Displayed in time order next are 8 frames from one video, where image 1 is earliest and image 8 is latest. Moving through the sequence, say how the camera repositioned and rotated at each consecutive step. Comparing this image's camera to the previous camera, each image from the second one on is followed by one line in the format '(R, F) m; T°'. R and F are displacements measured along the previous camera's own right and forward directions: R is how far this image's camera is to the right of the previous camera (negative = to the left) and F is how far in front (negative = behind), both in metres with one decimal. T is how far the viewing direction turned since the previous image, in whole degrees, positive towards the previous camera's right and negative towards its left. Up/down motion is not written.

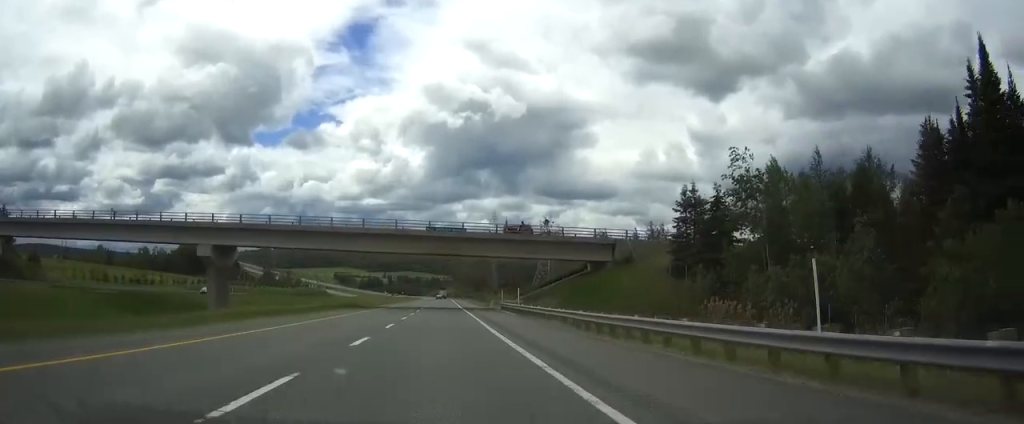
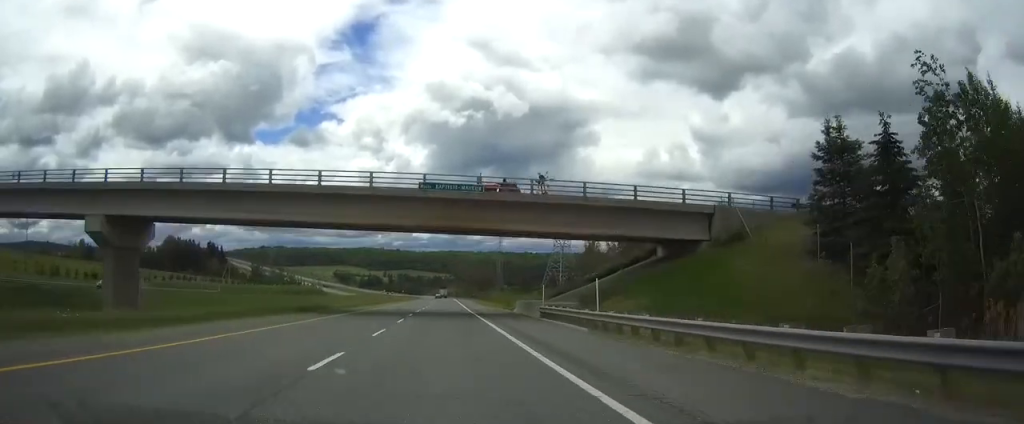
(0.0, +23.7) m; 0°
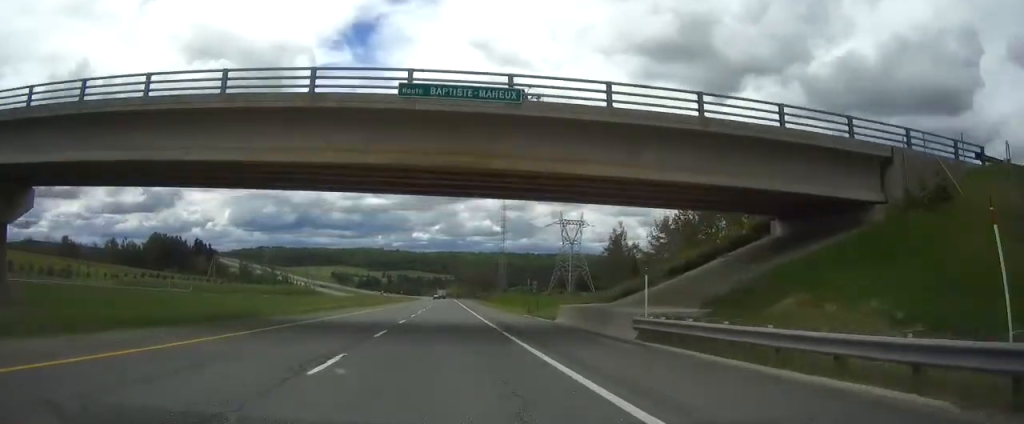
(-0.1, +18.4) m; 0°
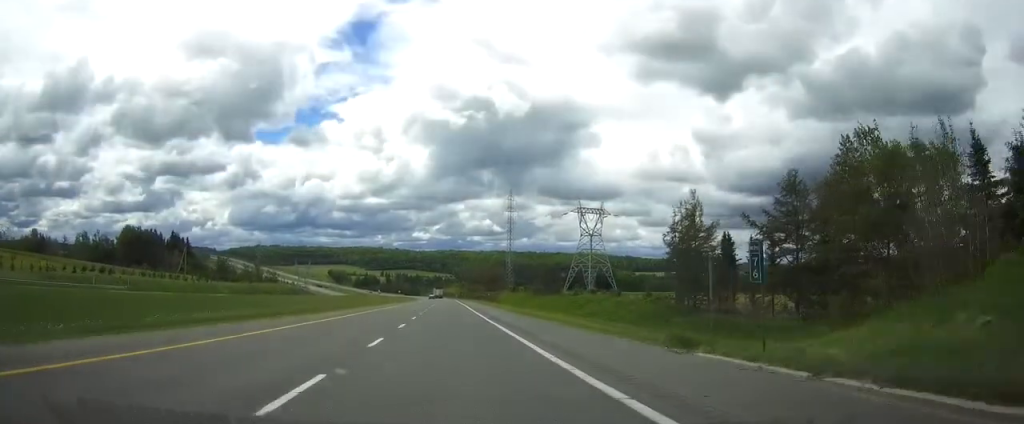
(-0.1, +30.5) m; 0°
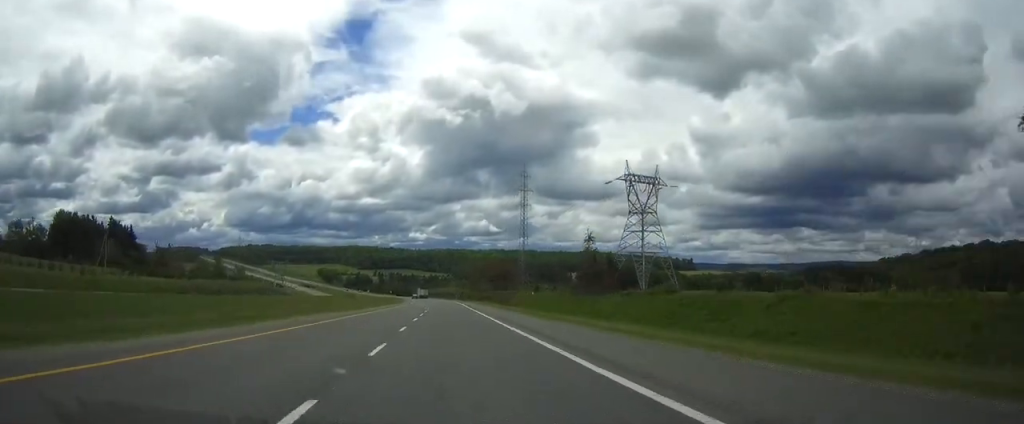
(+0.2, +56.6) m; +1°
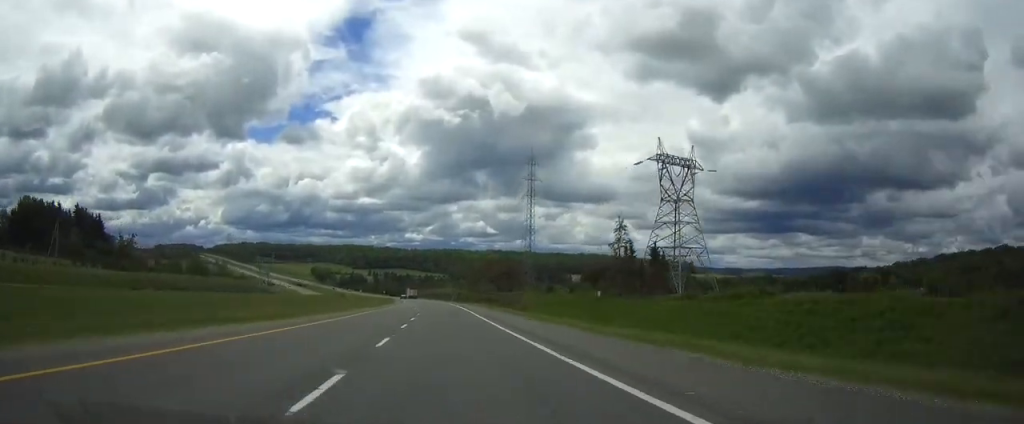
(+0.1, +24.3) m; 0°
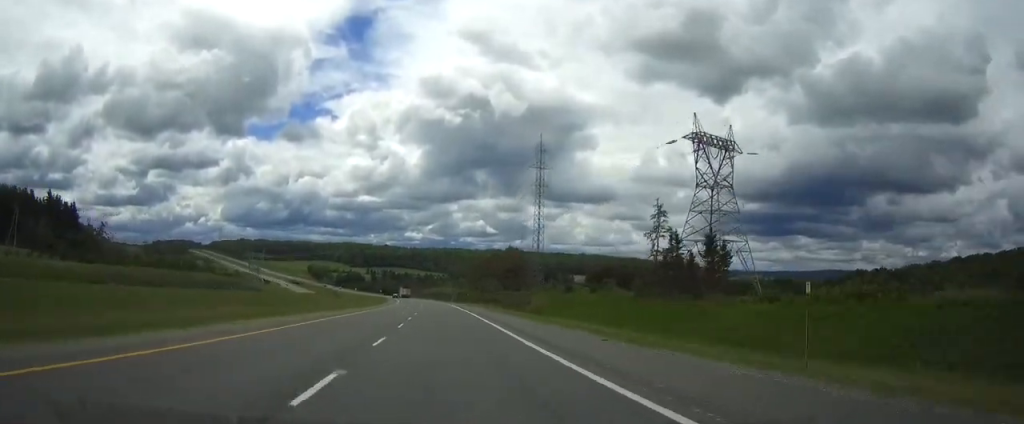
(+0.1, +18.2) m; 0°
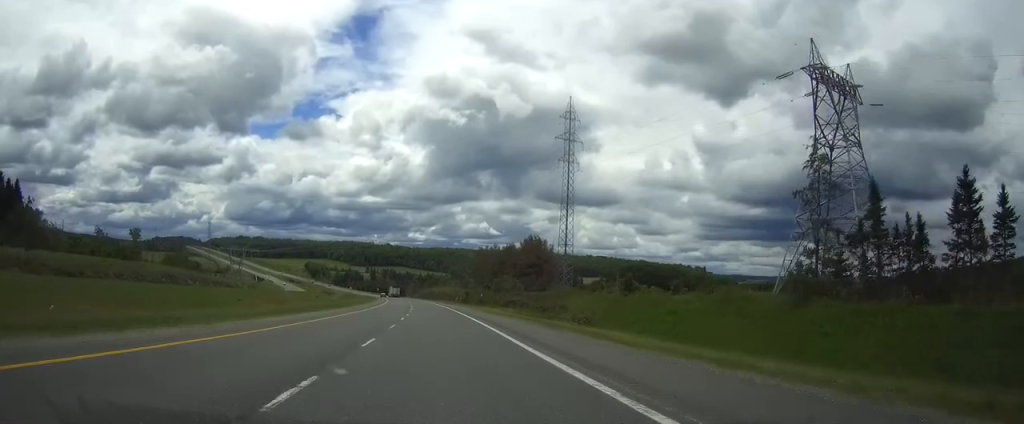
(-0.2, +36.6) m; 0°
